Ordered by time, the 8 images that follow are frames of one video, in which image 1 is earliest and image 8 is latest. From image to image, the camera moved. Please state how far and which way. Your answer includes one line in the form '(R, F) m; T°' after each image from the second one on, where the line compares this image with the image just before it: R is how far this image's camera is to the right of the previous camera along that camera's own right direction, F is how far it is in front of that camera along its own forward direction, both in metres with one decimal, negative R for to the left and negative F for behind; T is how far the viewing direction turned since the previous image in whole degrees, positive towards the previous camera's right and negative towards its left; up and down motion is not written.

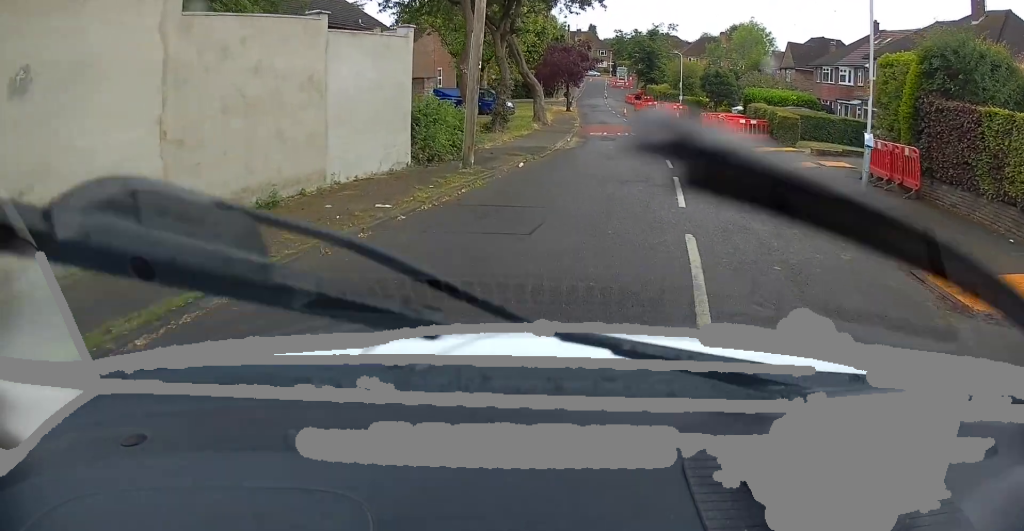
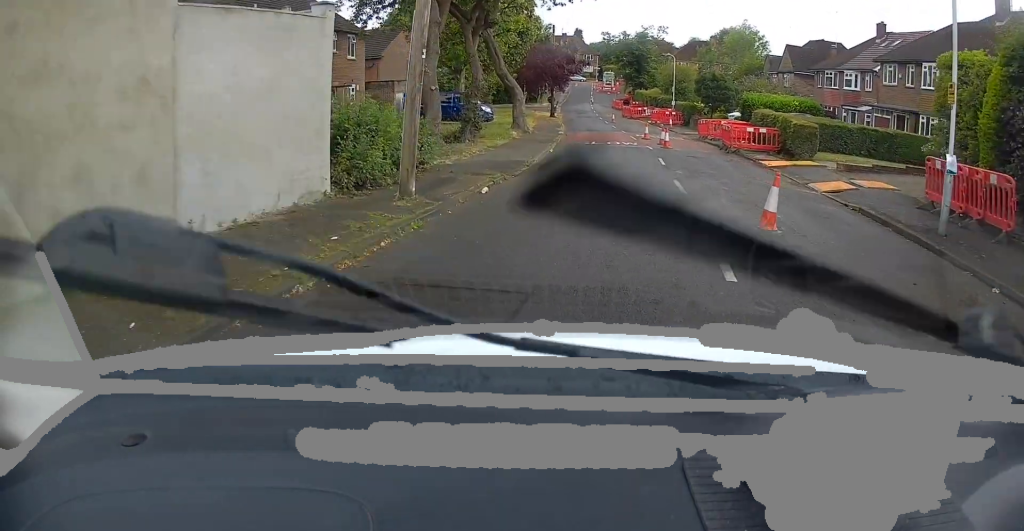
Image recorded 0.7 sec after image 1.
(0.0, +3.7) m; +1°
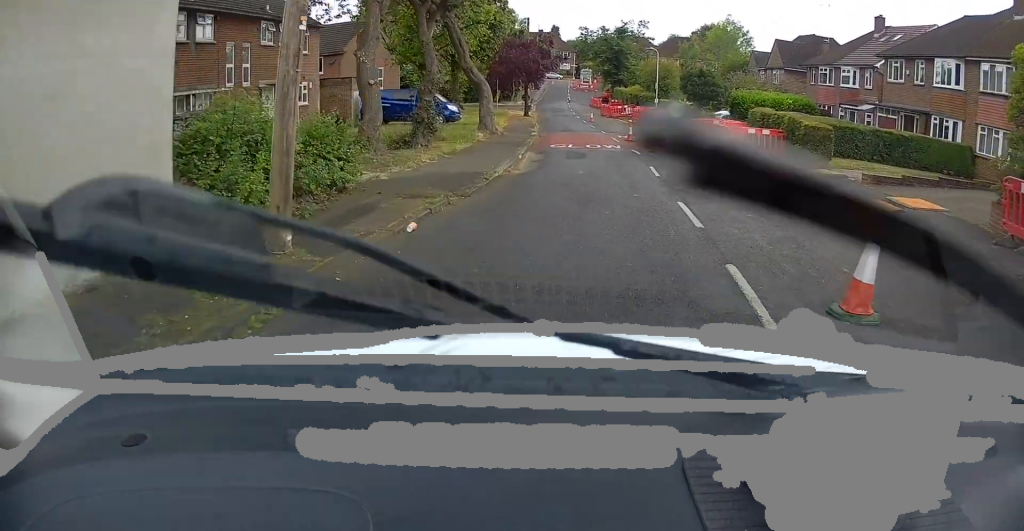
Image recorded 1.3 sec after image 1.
(-0.1, +3.5) m; +2°
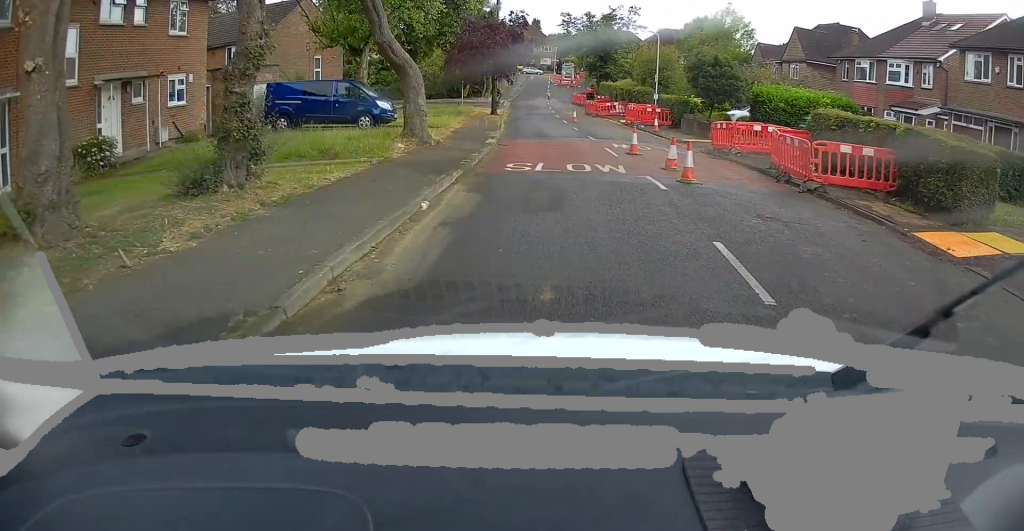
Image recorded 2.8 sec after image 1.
(+0.8, +10.2) m; +4°
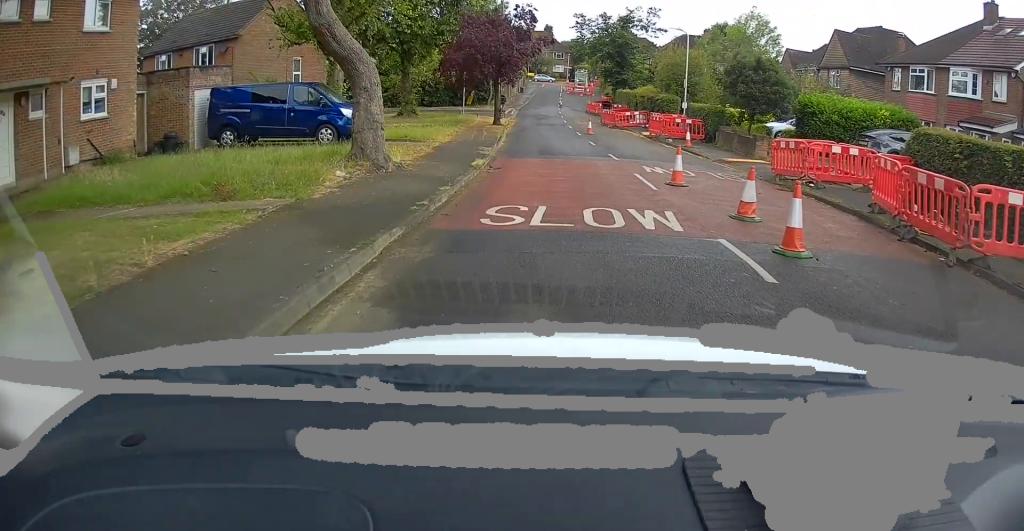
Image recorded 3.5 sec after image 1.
(0.0, +5.4) m; -1°
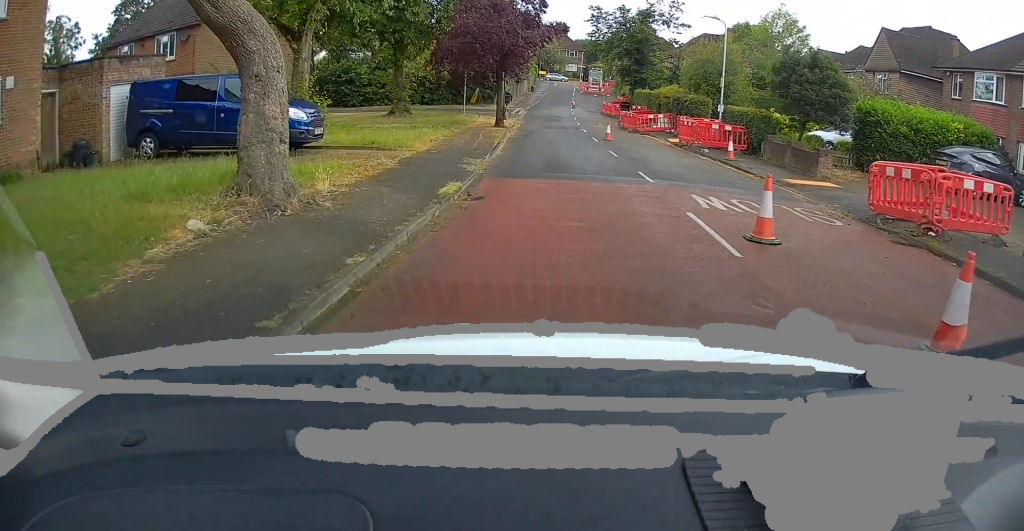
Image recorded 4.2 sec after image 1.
(-0.2, +5.2) m; -2°
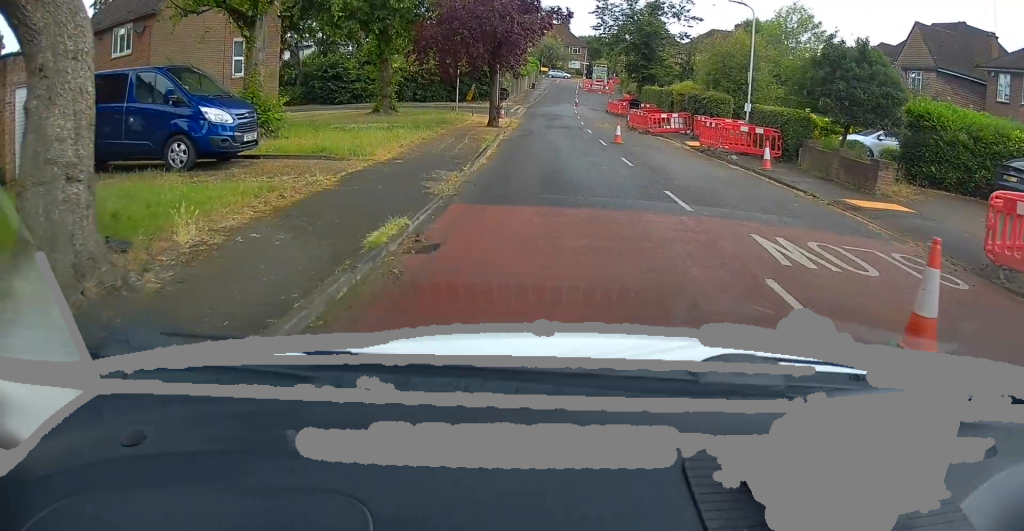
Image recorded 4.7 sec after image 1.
(0.0, +4.0) m; 0°
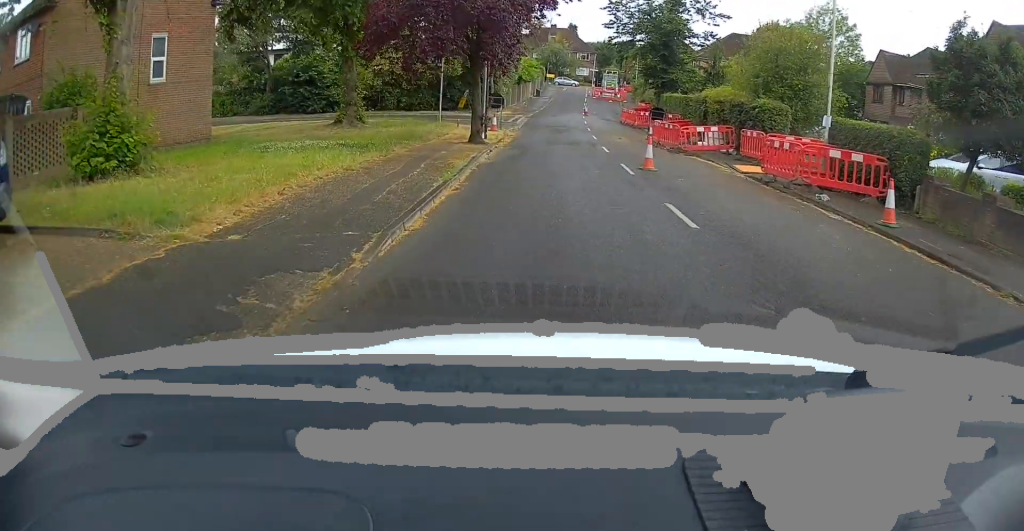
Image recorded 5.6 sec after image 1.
(0.0, +6.9) m; 0°
